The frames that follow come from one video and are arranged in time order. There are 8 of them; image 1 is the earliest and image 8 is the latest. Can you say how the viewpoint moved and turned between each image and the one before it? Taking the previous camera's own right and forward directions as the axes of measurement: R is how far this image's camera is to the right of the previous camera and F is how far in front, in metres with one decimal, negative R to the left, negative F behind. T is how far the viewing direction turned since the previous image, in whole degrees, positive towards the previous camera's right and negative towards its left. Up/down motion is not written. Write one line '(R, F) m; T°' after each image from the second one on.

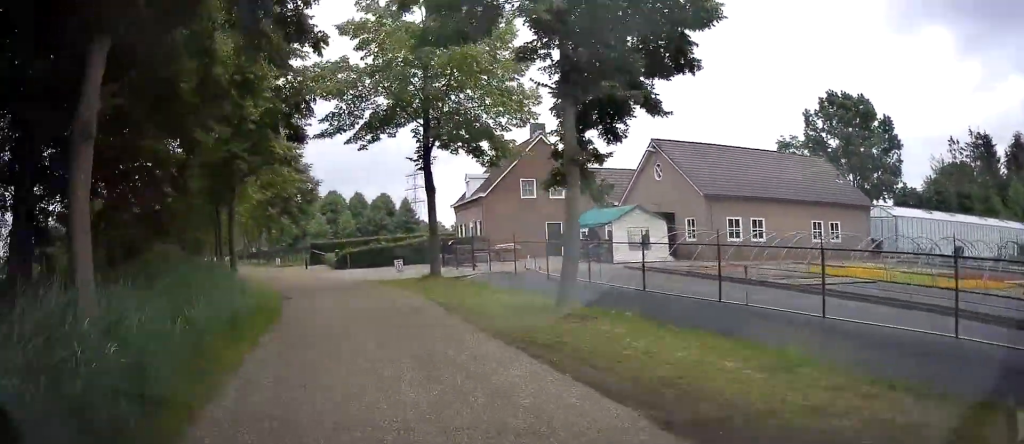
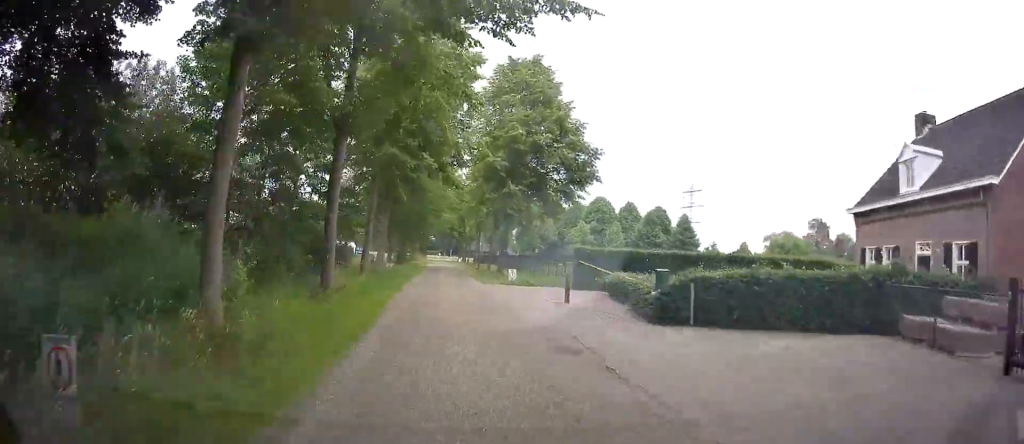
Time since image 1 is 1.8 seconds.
(0.0, +21.6) m; 0°
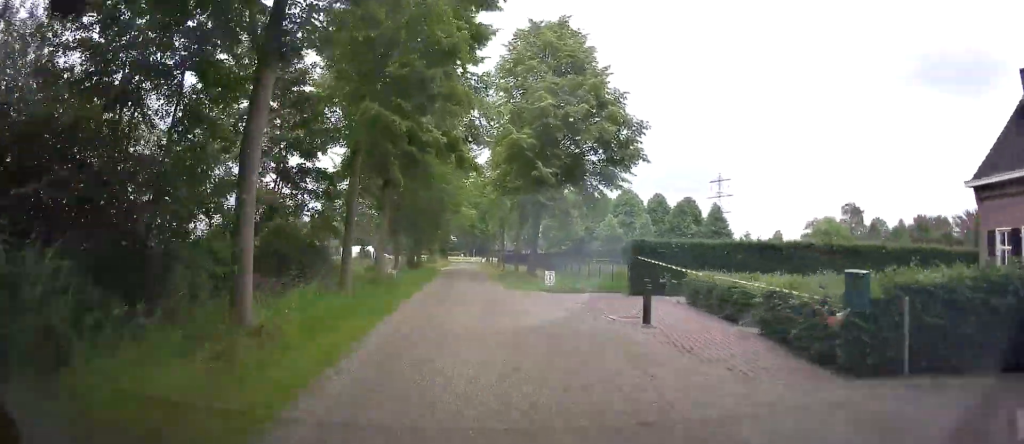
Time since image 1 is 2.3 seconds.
(0.0, +4.9) m; 0°
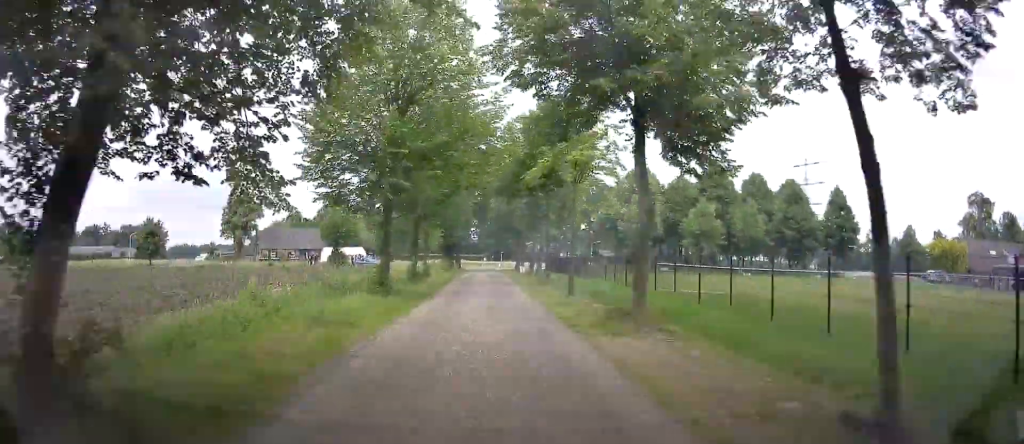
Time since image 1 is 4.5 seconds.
(0.0, +23.6) m; 0°
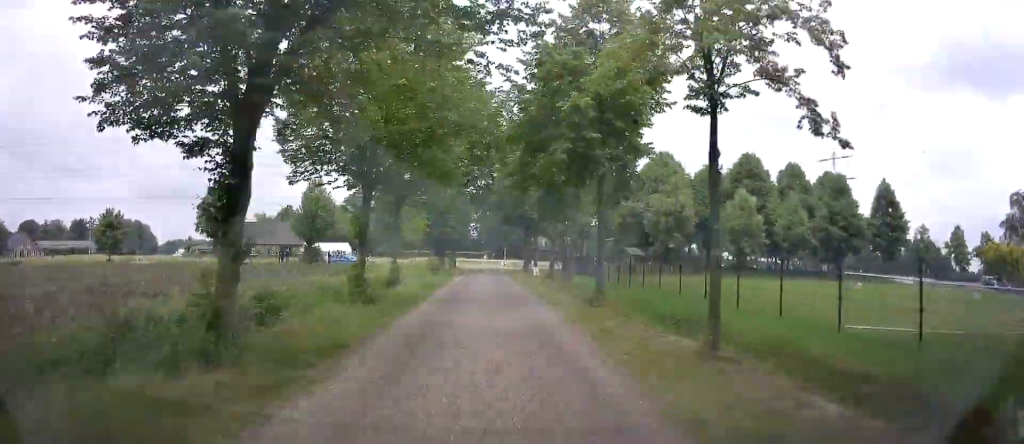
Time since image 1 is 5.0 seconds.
(0.0, +5.9) m; 0°
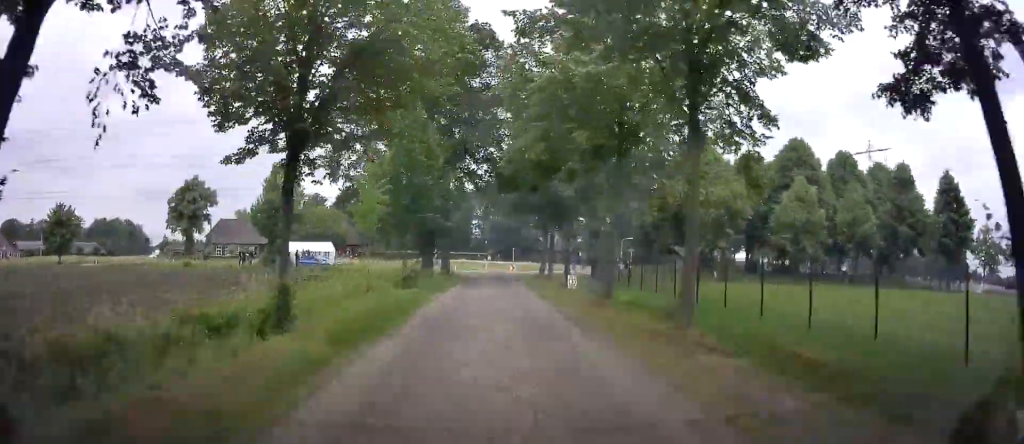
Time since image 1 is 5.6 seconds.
(0.0, +6.1) m; 0°
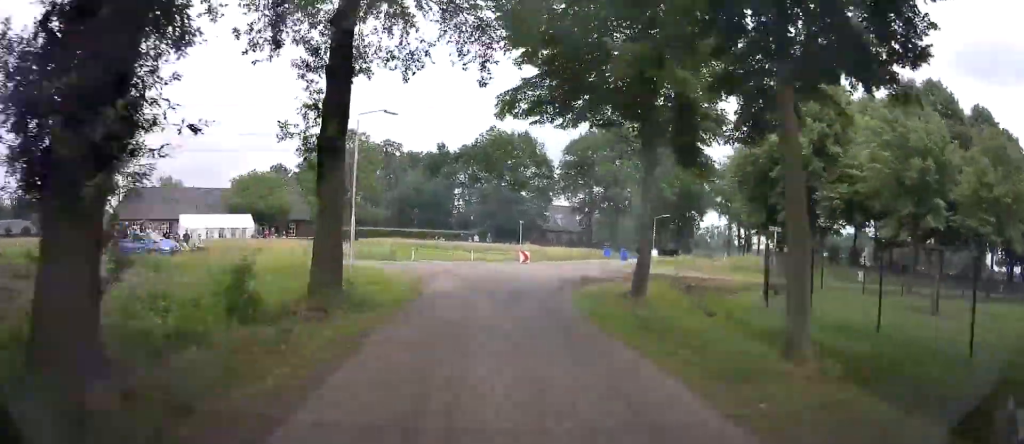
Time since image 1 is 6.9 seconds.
(0.0, +12.3) m; 0°
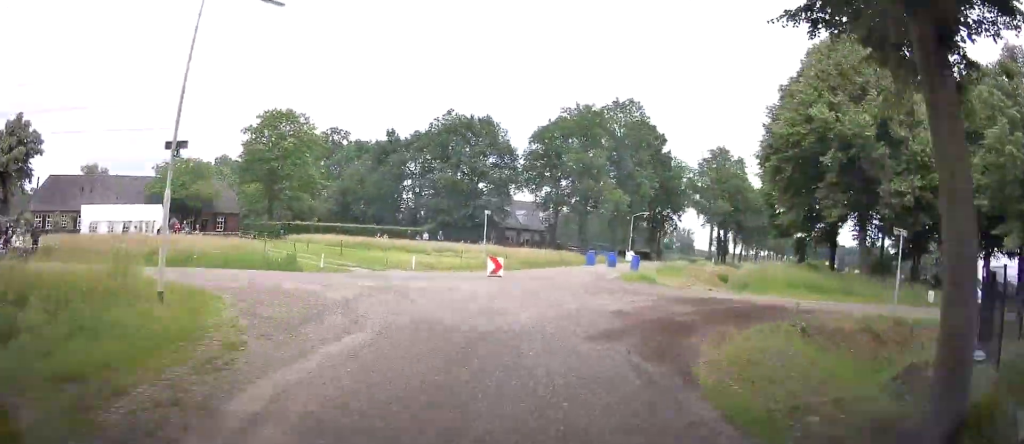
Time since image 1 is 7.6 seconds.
(0.0, +6.9) m; +1°
